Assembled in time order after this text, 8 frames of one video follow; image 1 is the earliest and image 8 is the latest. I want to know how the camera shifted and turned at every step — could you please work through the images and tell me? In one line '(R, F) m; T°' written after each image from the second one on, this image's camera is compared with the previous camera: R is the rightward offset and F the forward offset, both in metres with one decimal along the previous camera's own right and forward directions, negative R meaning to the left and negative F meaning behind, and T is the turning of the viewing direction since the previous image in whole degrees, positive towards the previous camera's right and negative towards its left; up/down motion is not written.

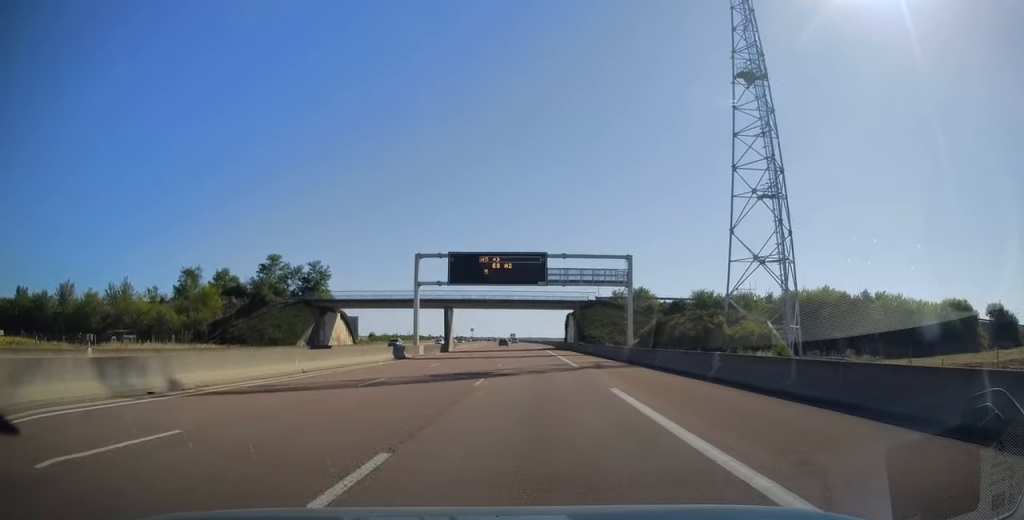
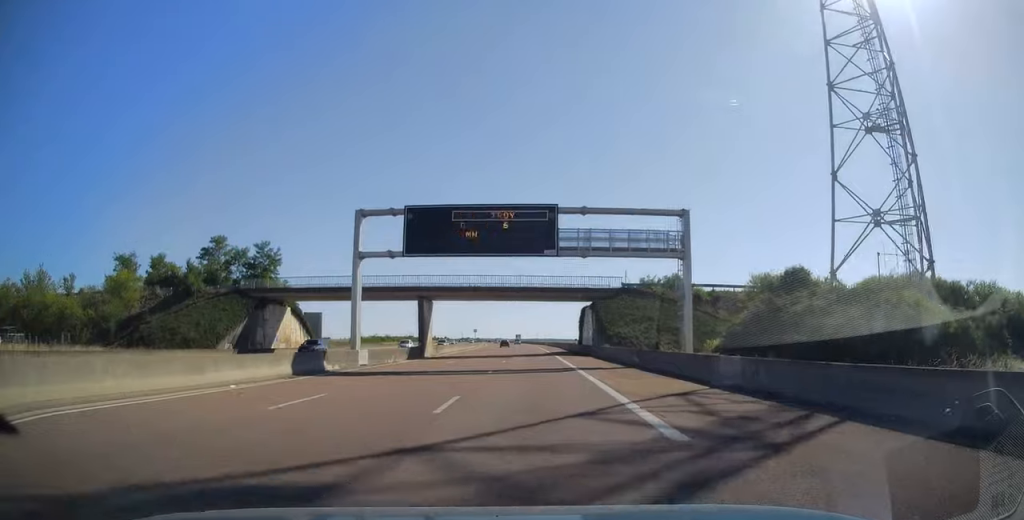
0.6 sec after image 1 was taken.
(+0.1, +19.5) m; -1°
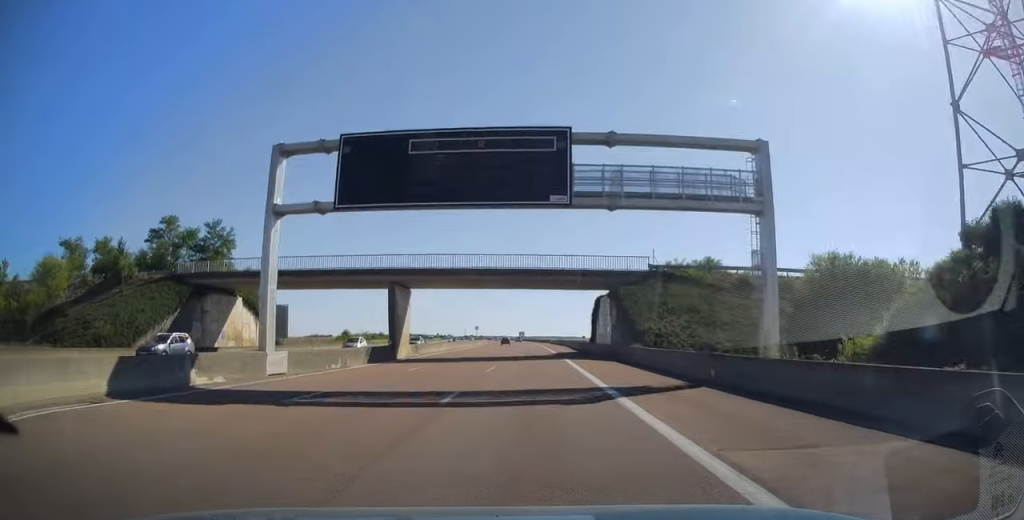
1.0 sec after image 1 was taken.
(-0.2, +12.3) m; 0°
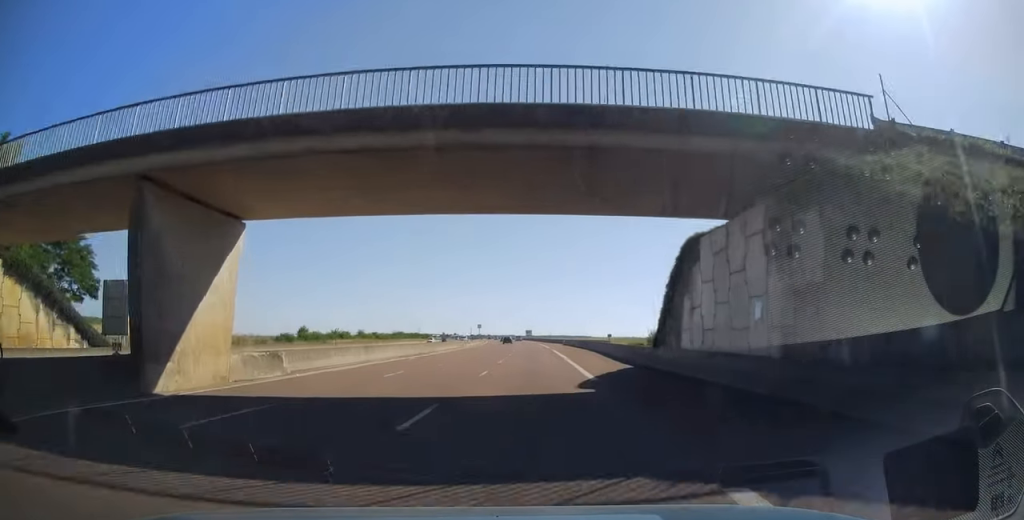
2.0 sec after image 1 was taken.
(-0.3, +30.2) m; -1°
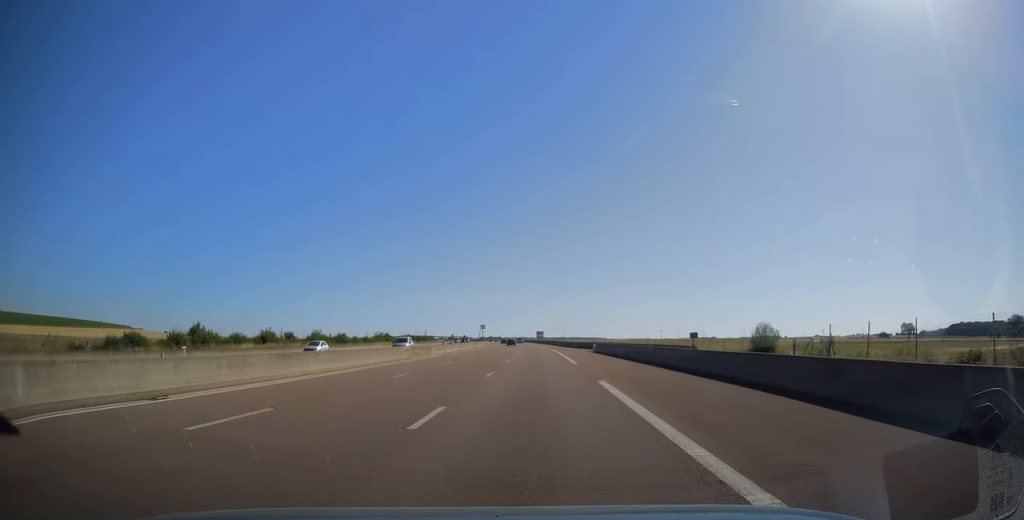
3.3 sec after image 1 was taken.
(-0.1, +39.2) m; -1°
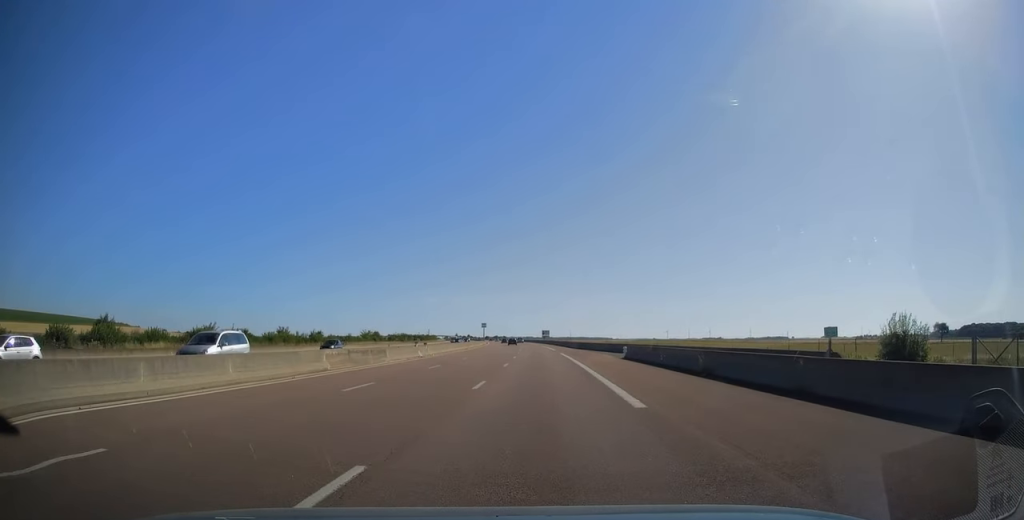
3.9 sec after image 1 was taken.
(-0.1, +18.8) m; -1°
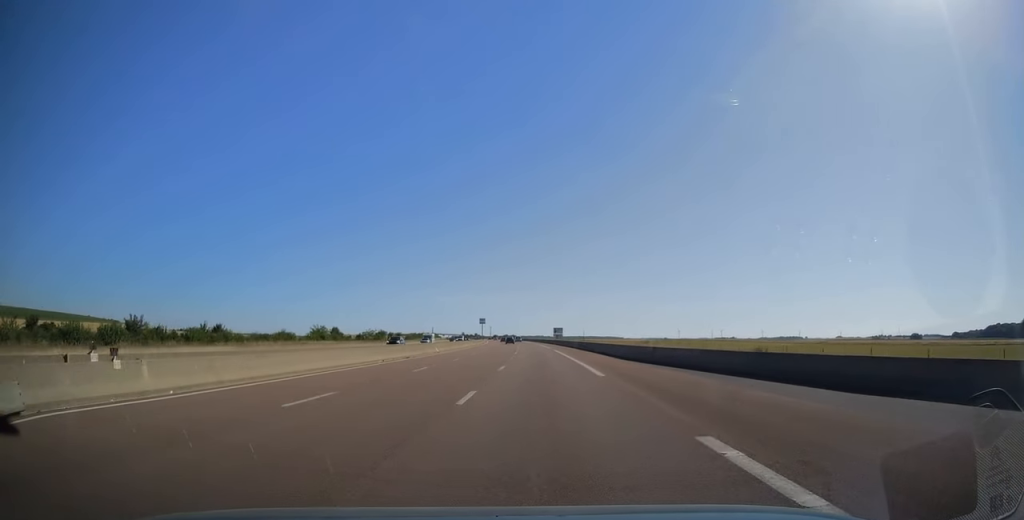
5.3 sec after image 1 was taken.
(-0.9, +43.5) m; -2°
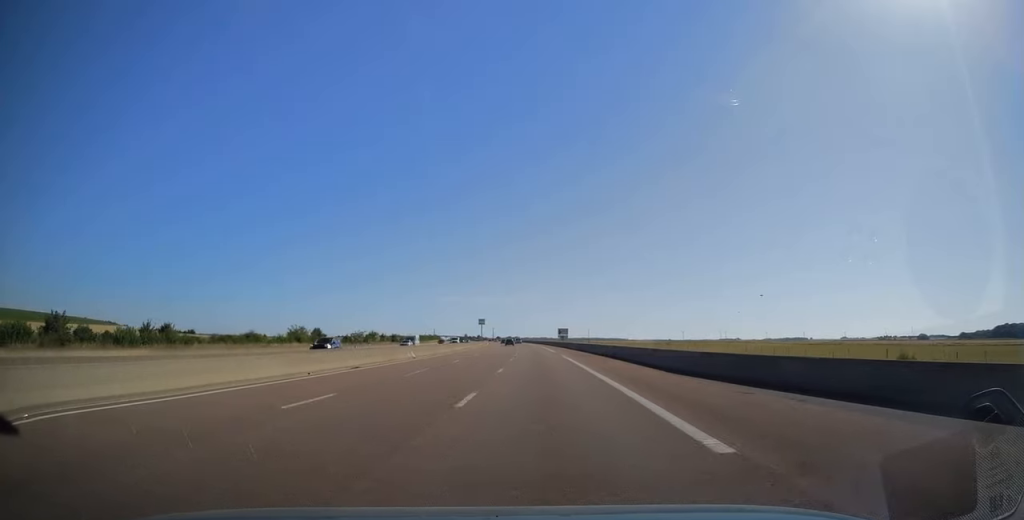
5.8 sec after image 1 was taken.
(-0.1, +13.3) m; 0°
